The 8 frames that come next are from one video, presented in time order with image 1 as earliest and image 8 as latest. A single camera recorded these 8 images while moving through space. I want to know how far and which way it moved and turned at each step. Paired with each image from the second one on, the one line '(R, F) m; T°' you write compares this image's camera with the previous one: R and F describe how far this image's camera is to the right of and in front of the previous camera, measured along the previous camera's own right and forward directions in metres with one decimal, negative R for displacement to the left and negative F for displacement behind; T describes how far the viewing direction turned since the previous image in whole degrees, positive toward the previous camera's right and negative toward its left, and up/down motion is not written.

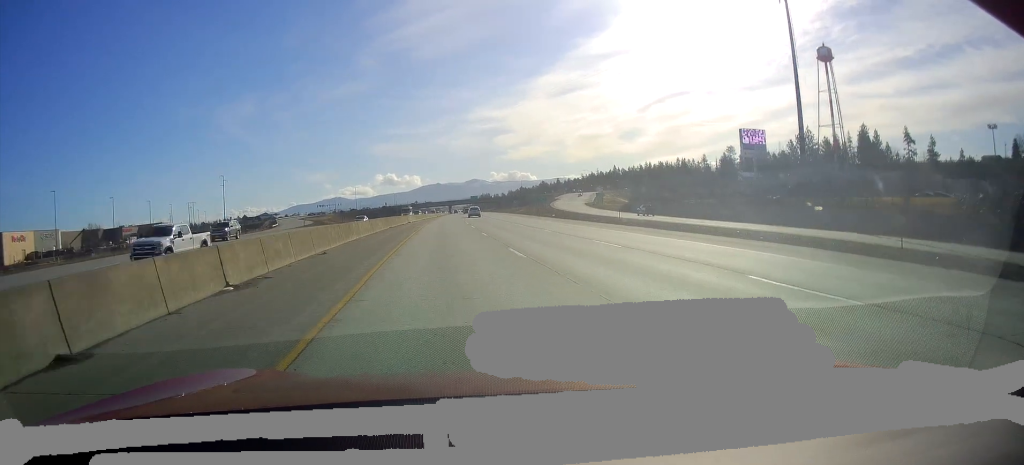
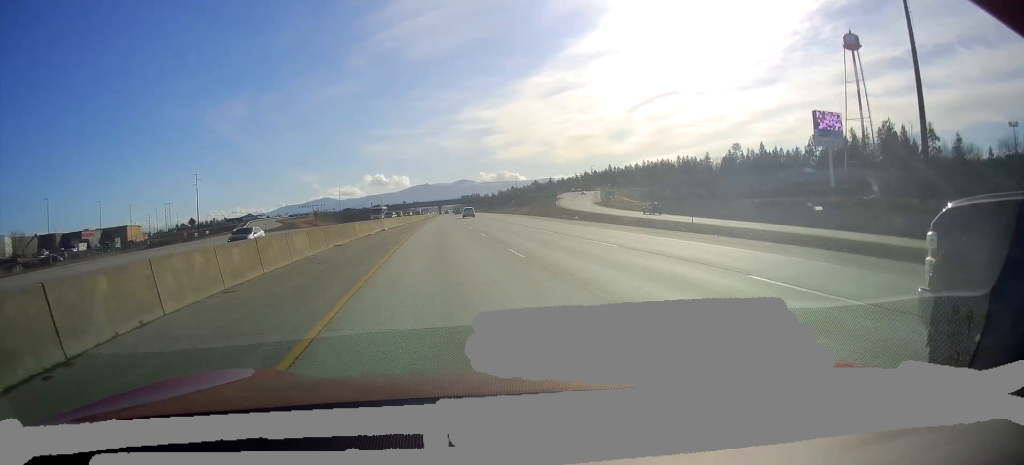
(+0.1, +25.0) m; +1°
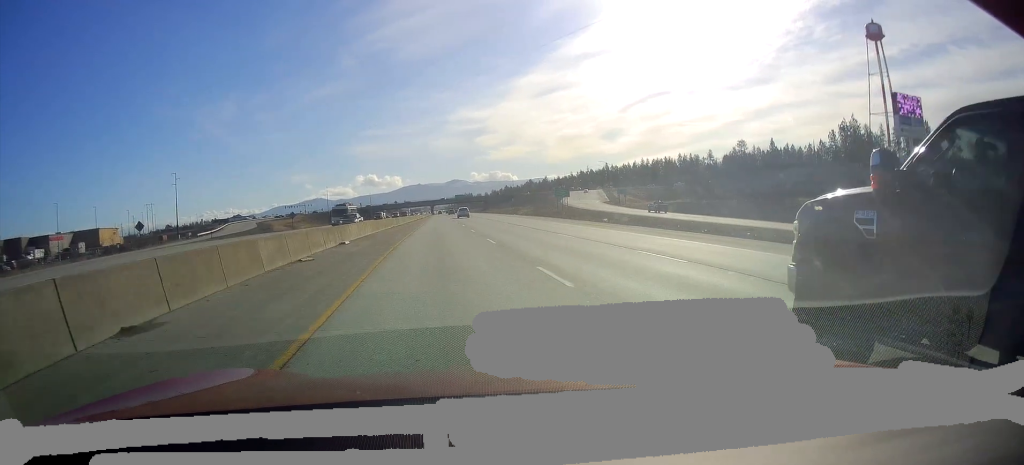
(-0.3, +17.8) m; +1°
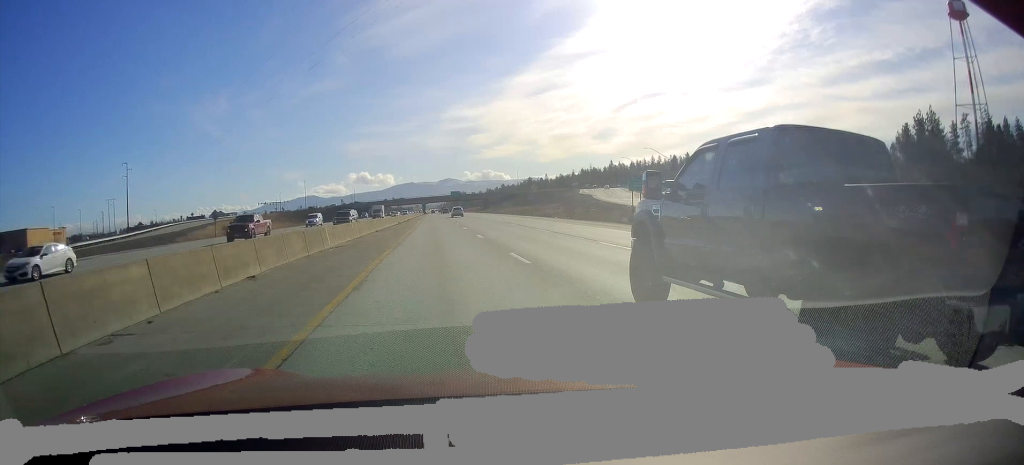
(+0.8, +45.1) m; 0°
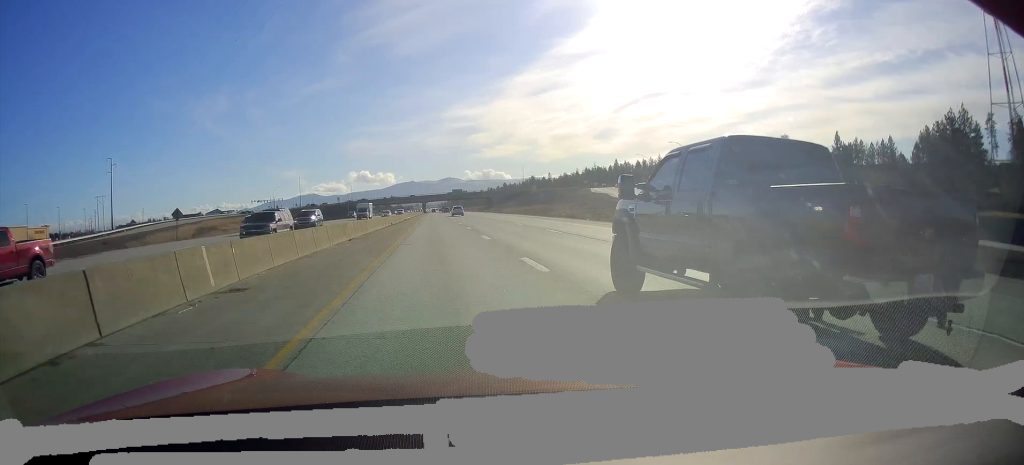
(-0.1, +14.2) m; 0°
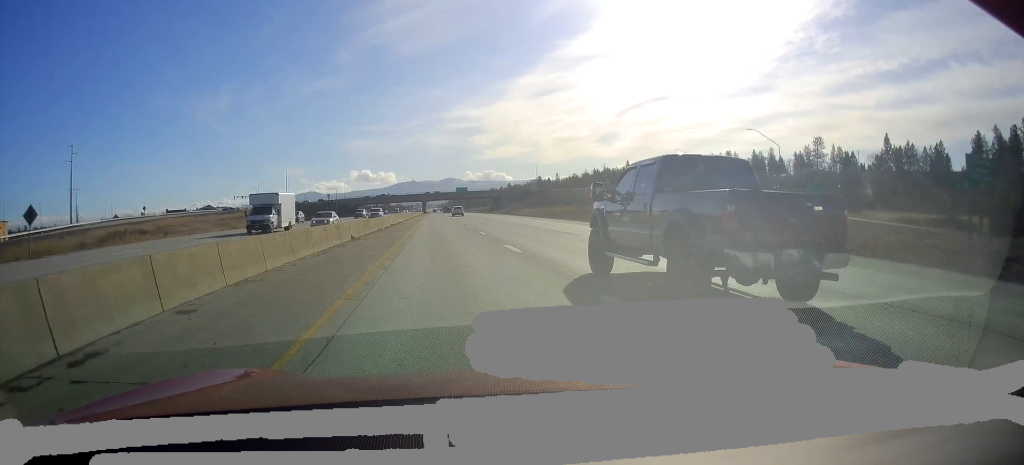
(+0.2, +30.9) m; +1°
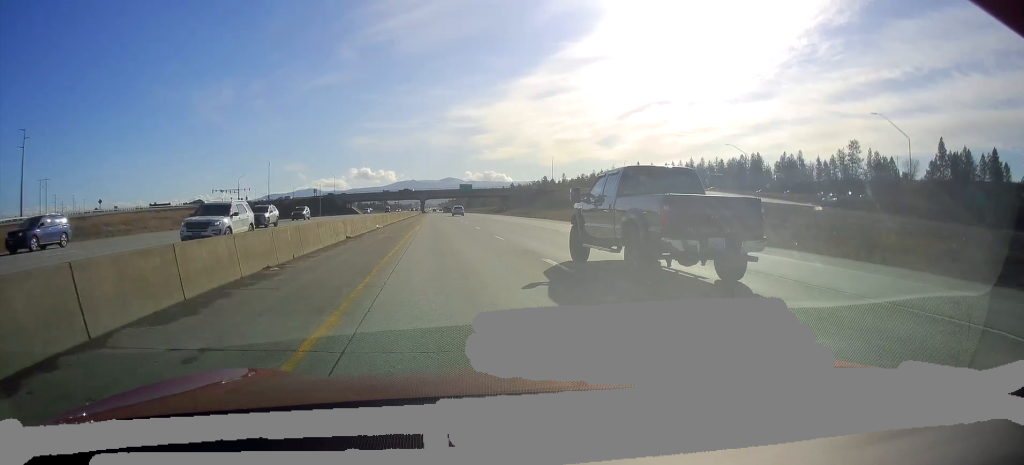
(+0.2, +30.9) m; 0°
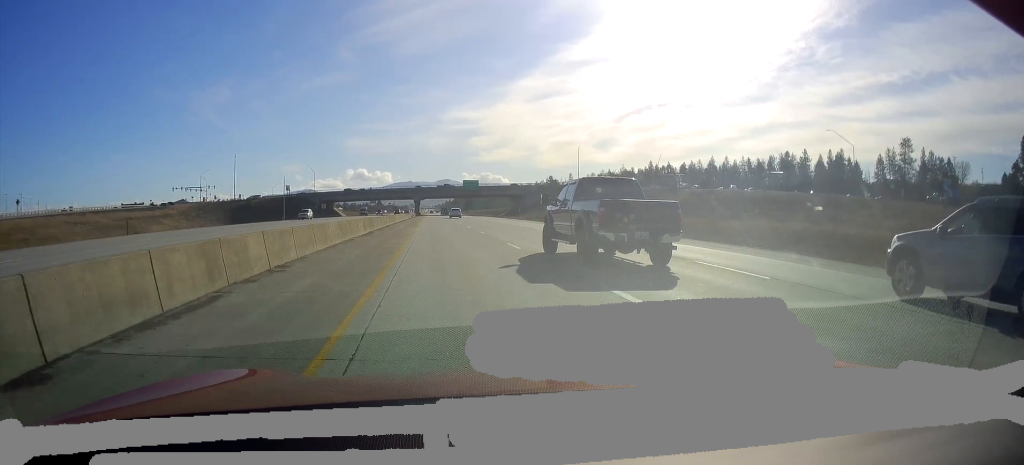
(+0.1, +40.4) m; +1°
